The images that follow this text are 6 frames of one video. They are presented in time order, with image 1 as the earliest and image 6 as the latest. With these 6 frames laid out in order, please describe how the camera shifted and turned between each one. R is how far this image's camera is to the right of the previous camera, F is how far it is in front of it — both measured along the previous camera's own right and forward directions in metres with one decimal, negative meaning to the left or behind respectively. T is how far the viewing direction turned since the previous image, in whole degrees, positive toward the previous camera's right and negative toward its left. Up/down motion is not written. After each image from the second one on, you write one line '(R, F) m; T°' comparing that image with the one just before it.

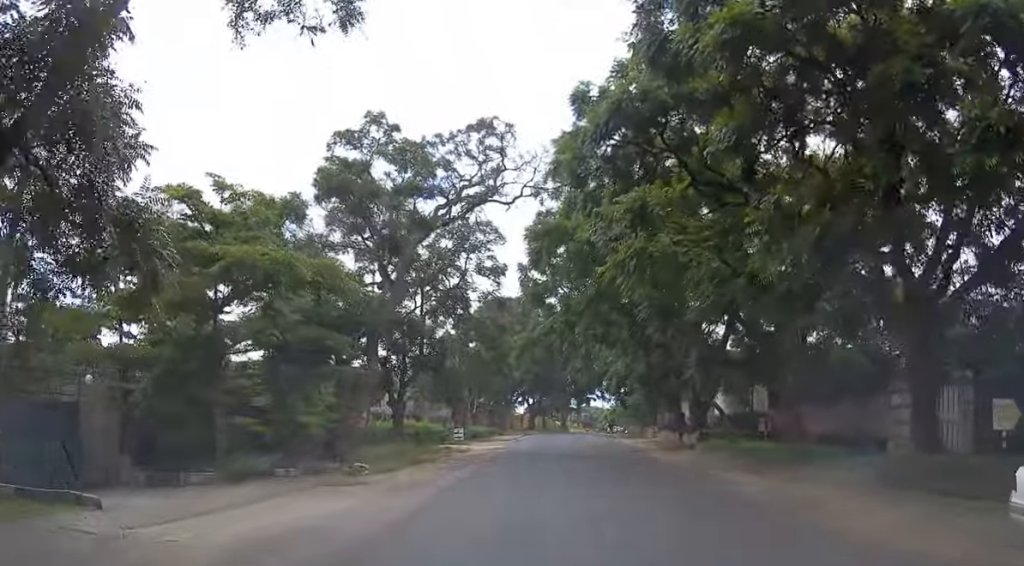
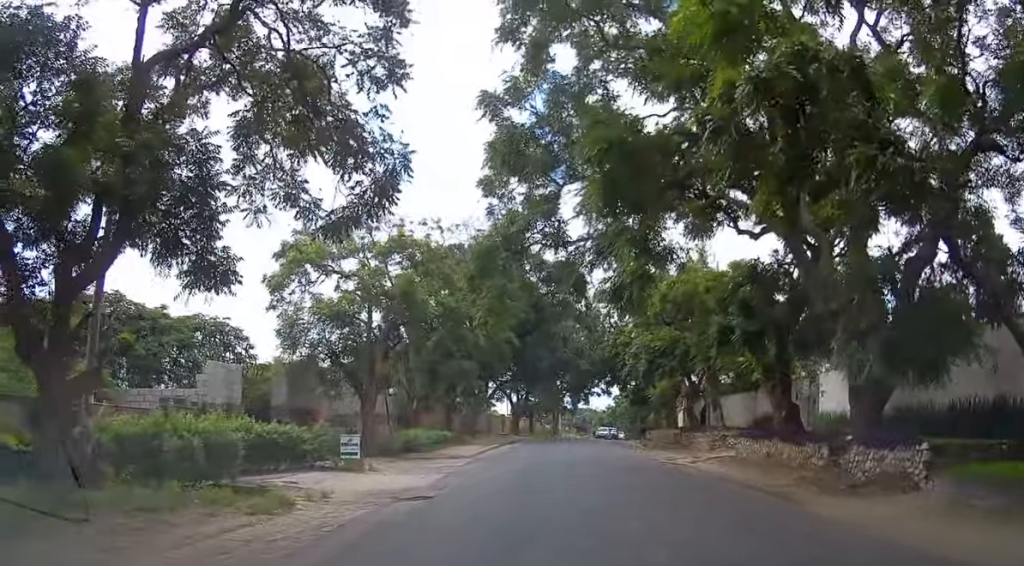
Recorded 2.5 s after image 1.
(+0.4, +24.9) m; +2°
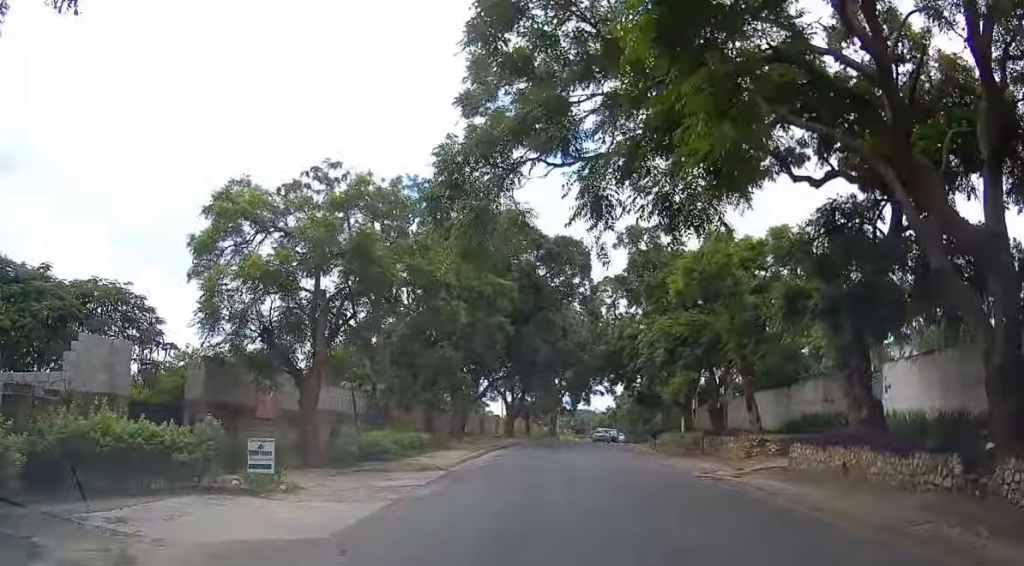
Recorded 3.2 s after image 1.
(0.0, +7.1) m; 0°
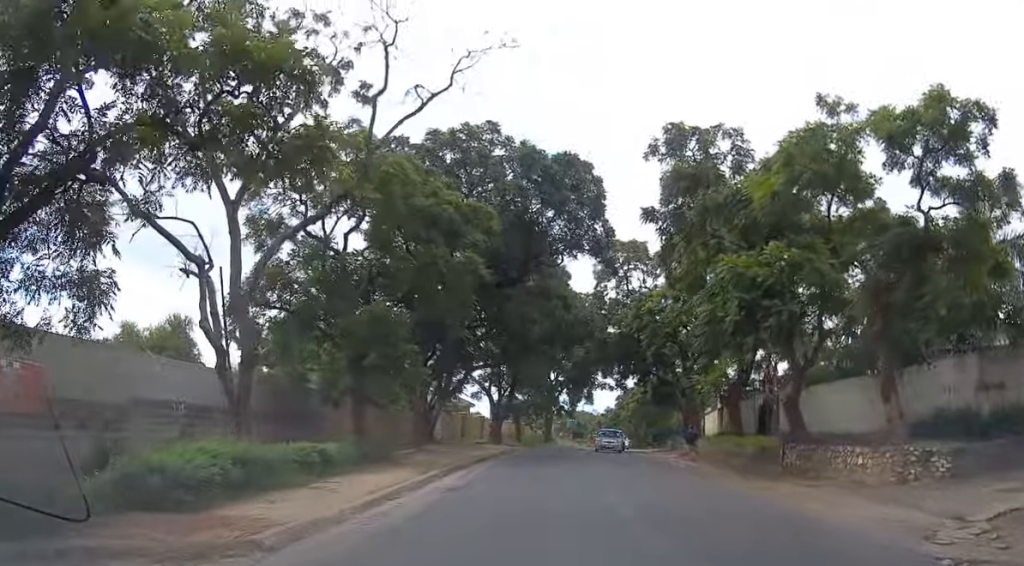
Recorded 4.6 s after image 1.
(0.0, +13.9) m; 0°
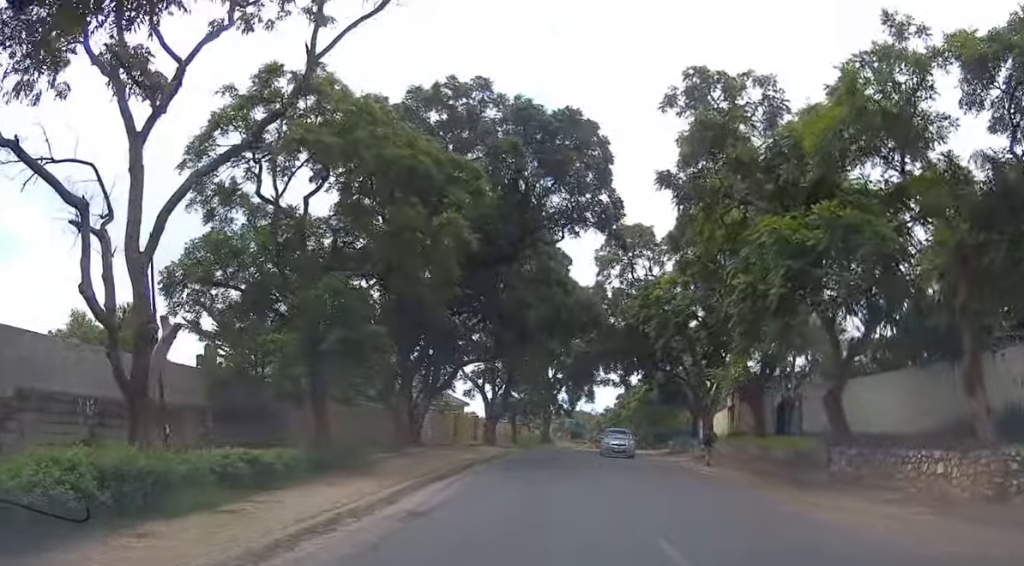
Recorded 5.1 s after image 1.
(0.0, +4.4) m; 0°
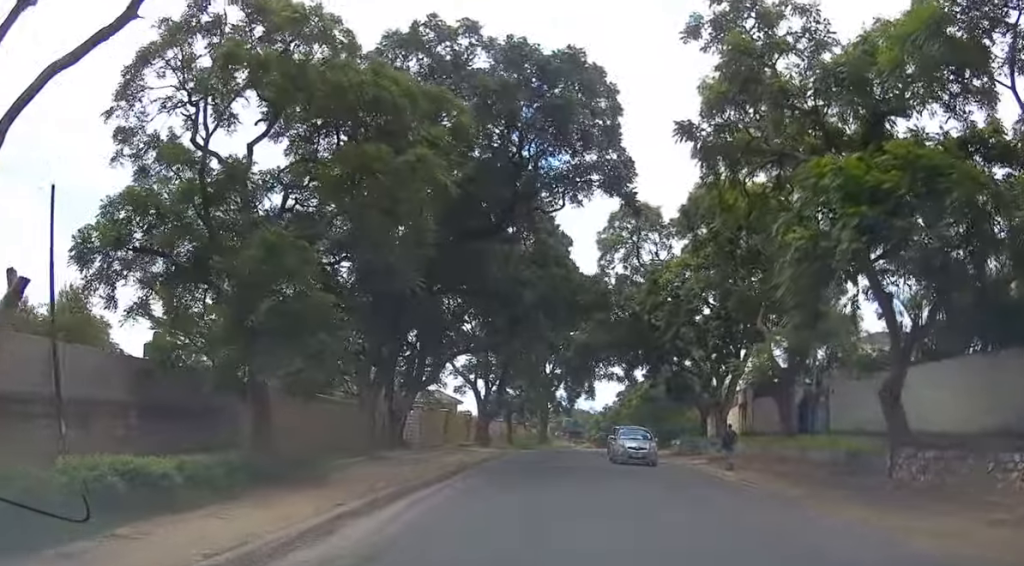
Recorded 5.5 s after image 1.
(0.0, +4.4) m; 0°
